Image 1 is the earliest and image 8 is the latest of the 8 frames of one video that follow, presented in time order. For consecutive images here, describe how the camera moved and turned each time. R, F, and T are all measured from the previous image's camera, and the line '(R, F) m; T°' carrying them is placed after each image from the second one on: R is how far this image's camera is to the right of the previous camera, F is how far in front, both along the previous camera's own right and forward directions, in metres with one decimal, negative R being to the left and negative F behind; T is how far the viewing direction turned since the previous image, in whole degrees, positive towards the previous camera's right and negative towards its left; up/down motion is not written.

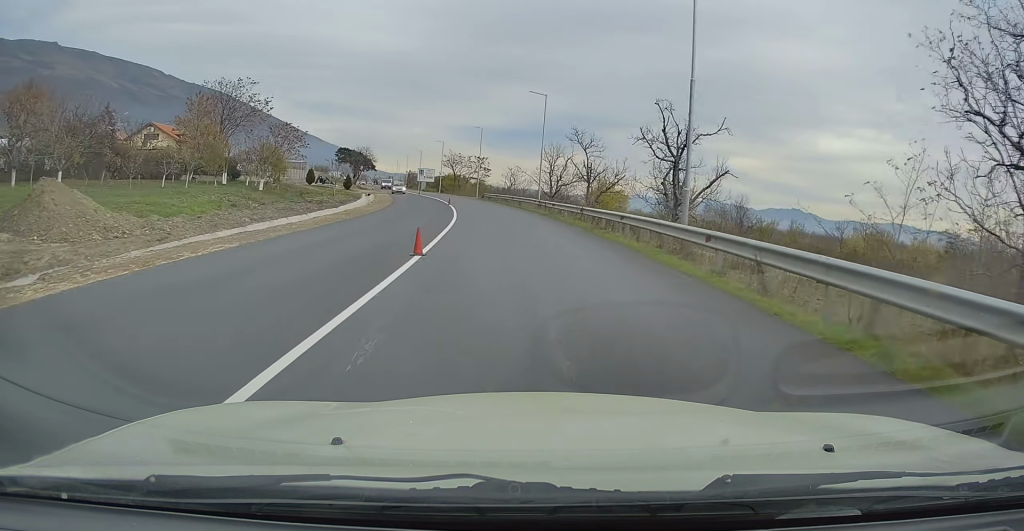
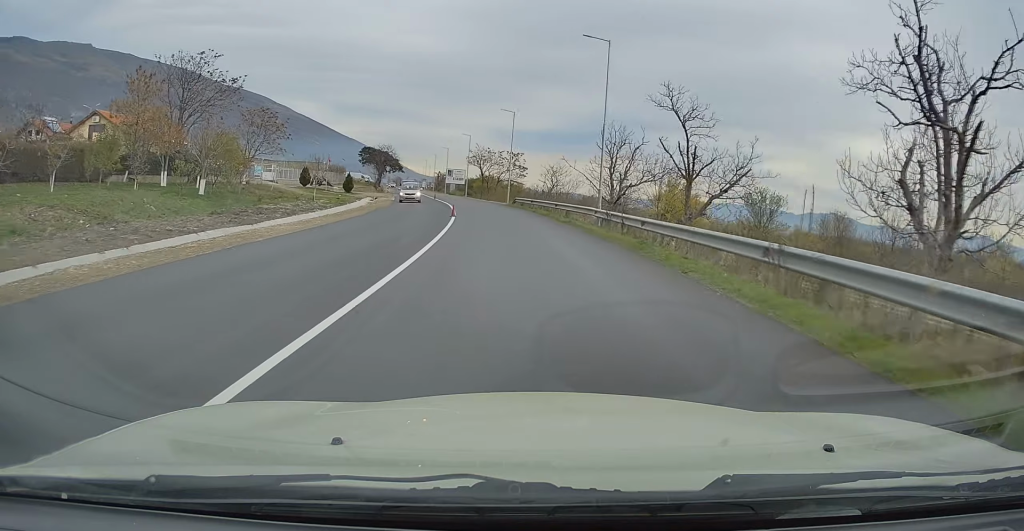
(-0.6, +18.1) m; -4°
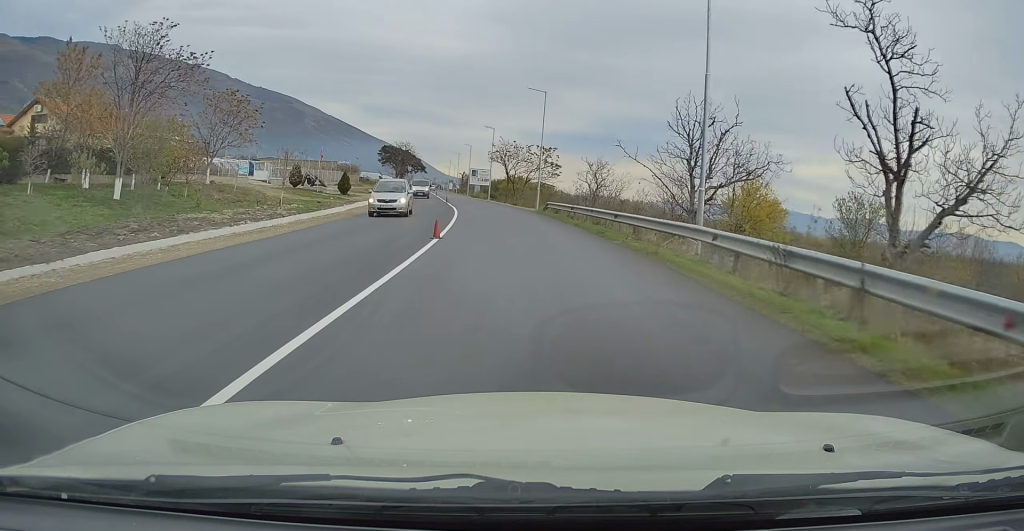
(-0.1, +12.9) m; -3°
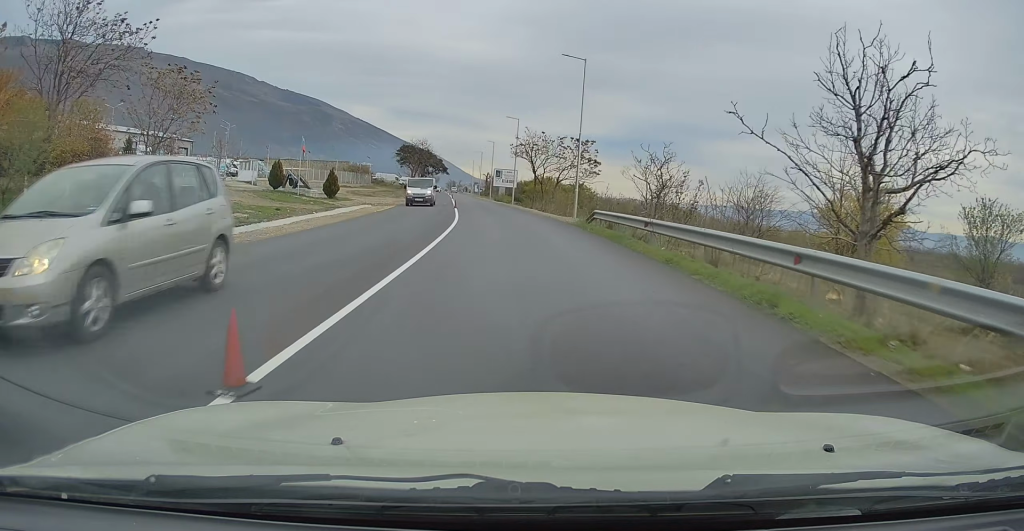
(-0.4, +12.2) m; -3°
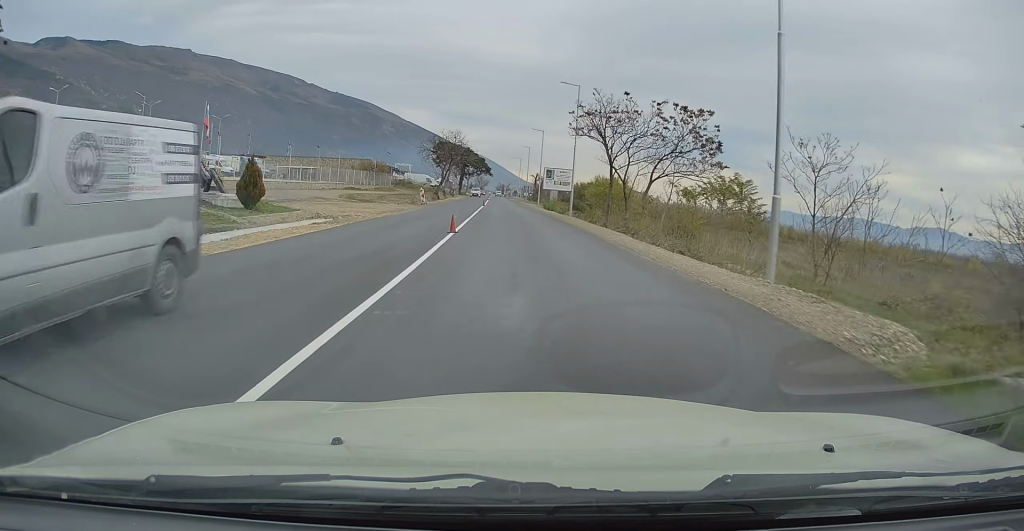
(-0.7, +22.1) m; -3°
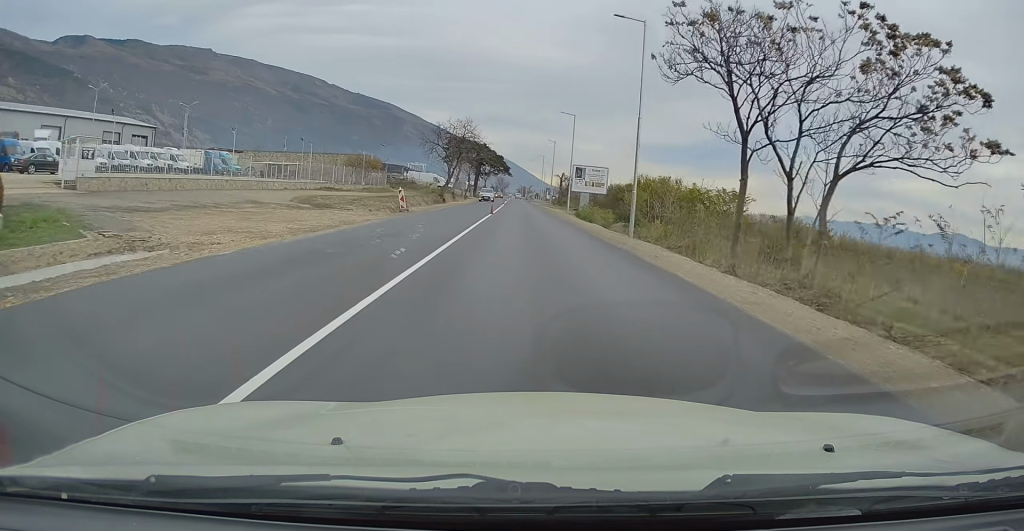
(-0.4, +16.8) m; -2°
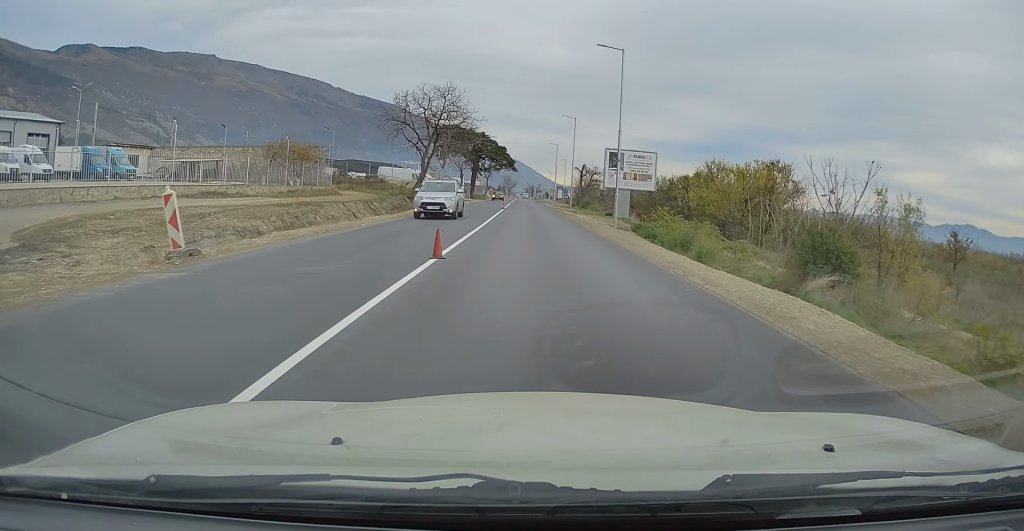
(-0.4, +24.5) m; 0°
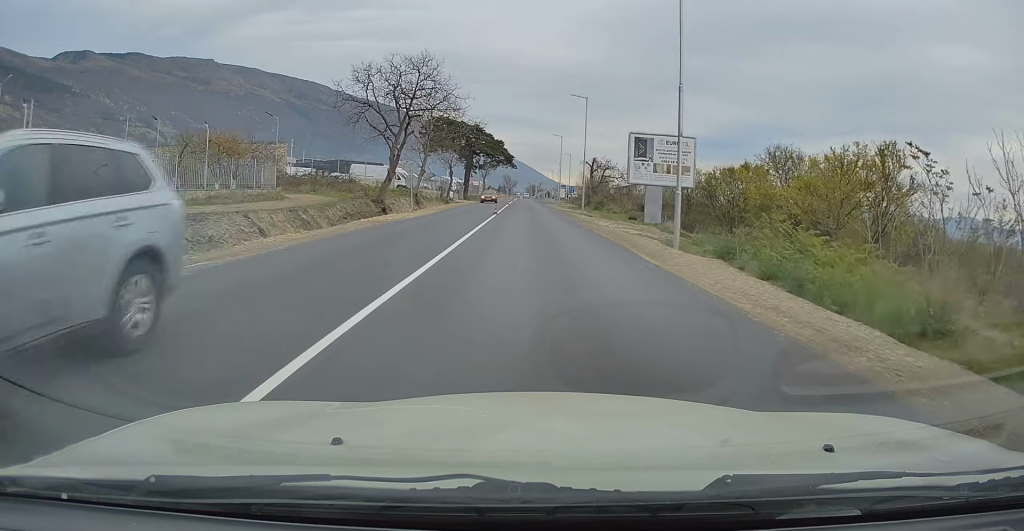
(+0.3, +12.1) m; 0°
